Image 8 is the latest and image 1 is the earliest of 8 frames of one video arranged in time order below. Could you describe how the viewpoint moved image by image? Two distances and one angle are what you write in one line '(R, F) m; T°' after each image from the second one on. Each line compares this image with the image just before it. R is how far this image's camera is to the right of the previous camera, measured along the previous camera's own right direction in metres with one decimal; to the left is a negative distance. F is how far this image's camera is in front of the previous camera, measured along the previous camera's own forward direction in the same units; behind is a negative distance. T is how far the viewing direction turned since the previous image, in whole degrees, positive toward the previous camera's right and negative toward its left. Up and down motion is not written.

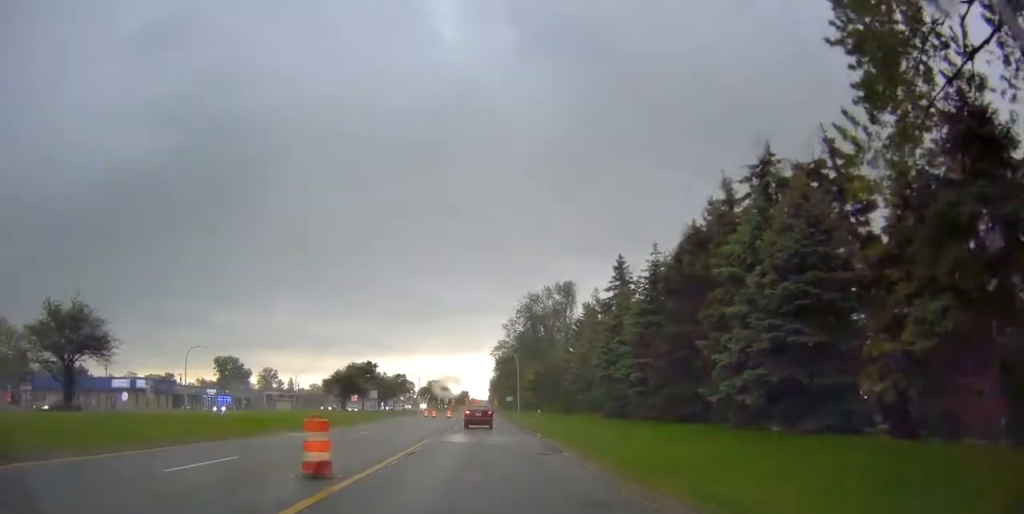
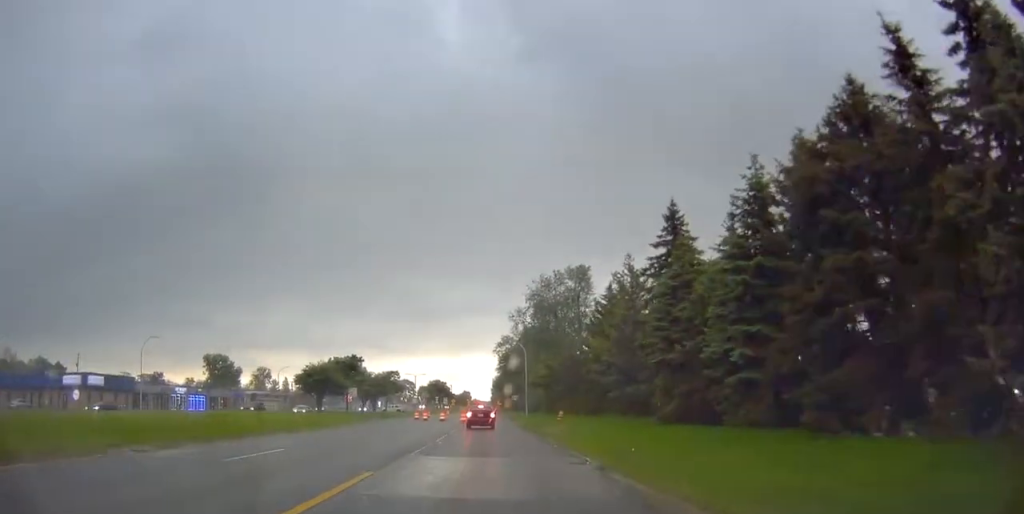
(0.0, +9.6) m; 0°
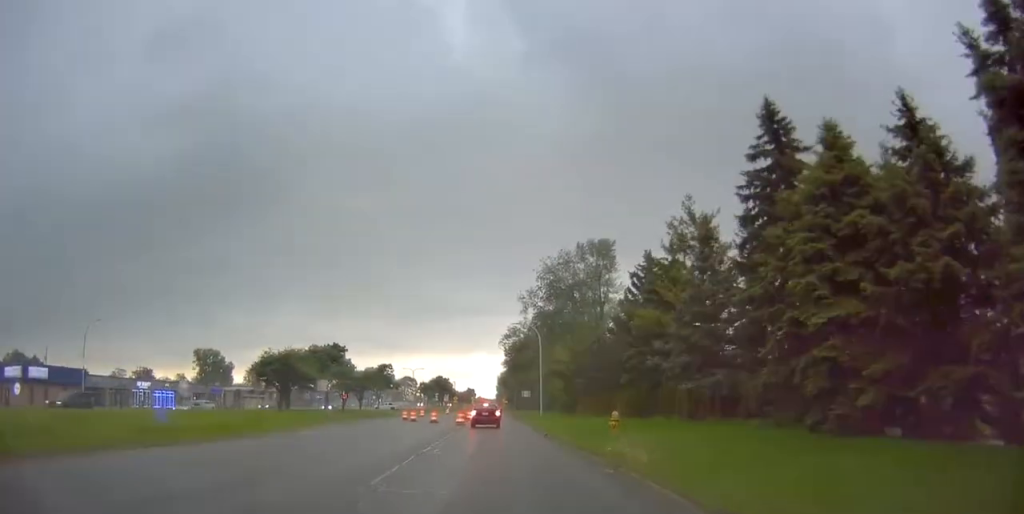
(-0.1, +10.4) m; -3°
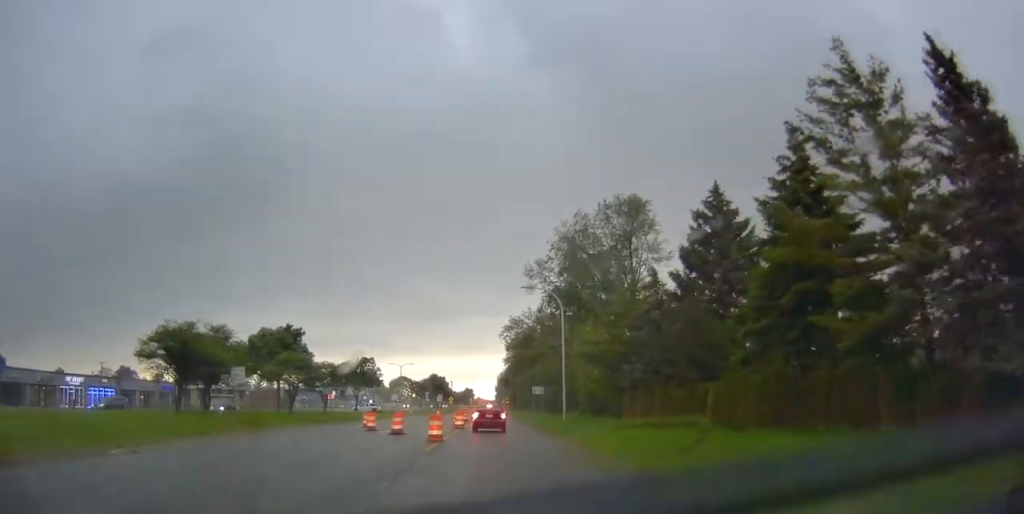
(-0.2, +14.9) m; 0°
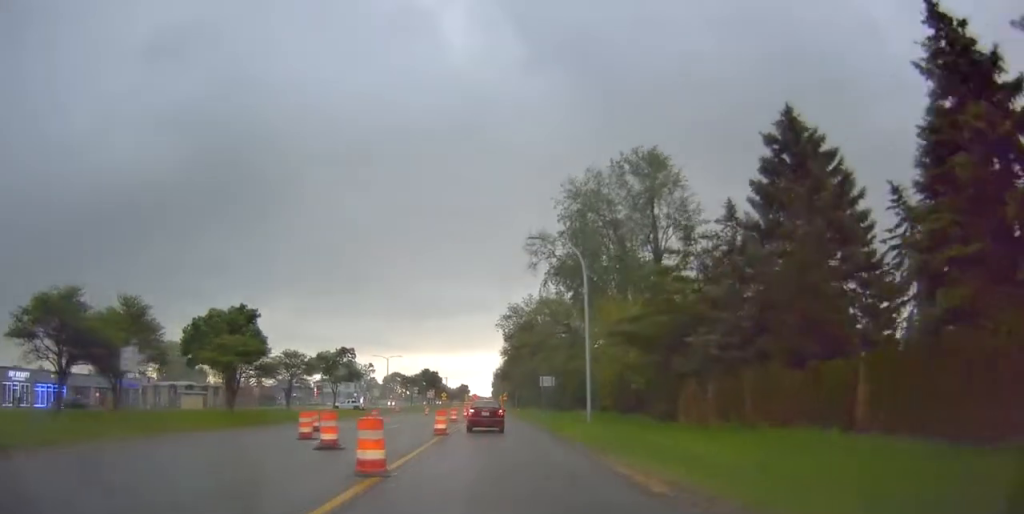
(0.0, +10.3) m; +1°
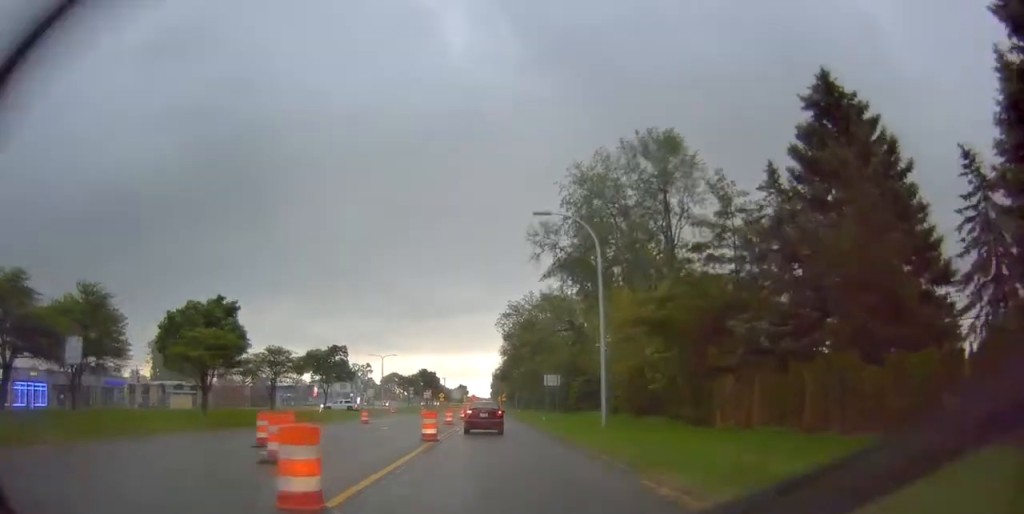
(-0.2, +4.2) m; 0°
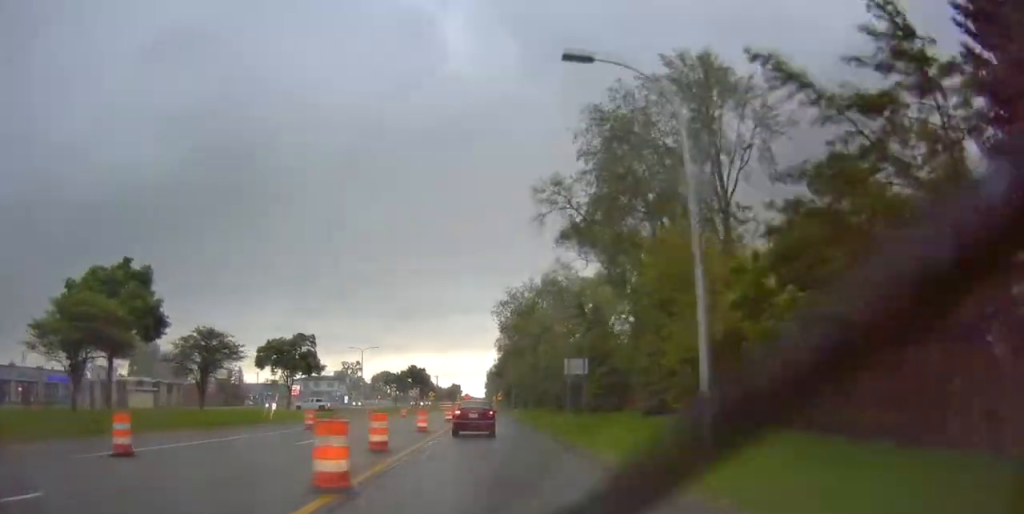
(+0.9, +14.9) m; +5°
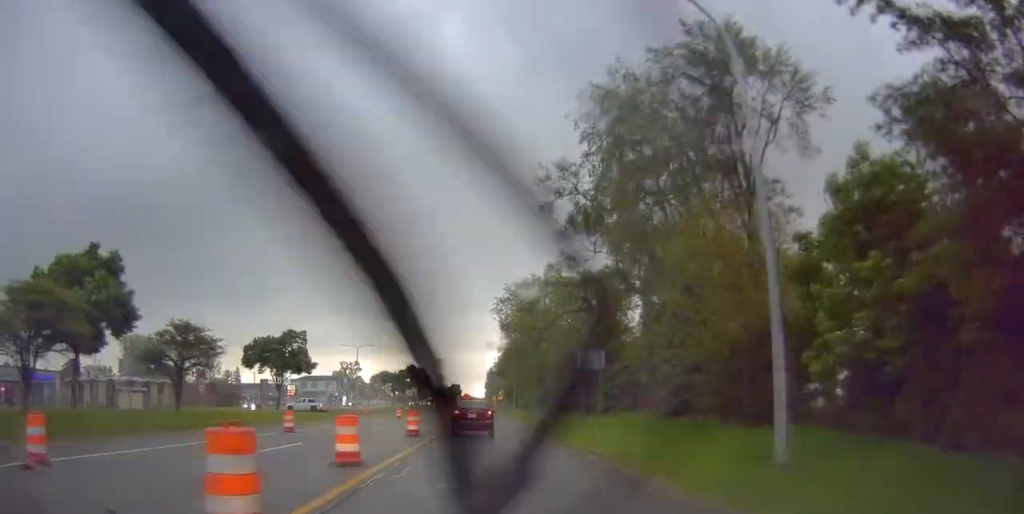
(+0.2, +4.7) m; 0°
